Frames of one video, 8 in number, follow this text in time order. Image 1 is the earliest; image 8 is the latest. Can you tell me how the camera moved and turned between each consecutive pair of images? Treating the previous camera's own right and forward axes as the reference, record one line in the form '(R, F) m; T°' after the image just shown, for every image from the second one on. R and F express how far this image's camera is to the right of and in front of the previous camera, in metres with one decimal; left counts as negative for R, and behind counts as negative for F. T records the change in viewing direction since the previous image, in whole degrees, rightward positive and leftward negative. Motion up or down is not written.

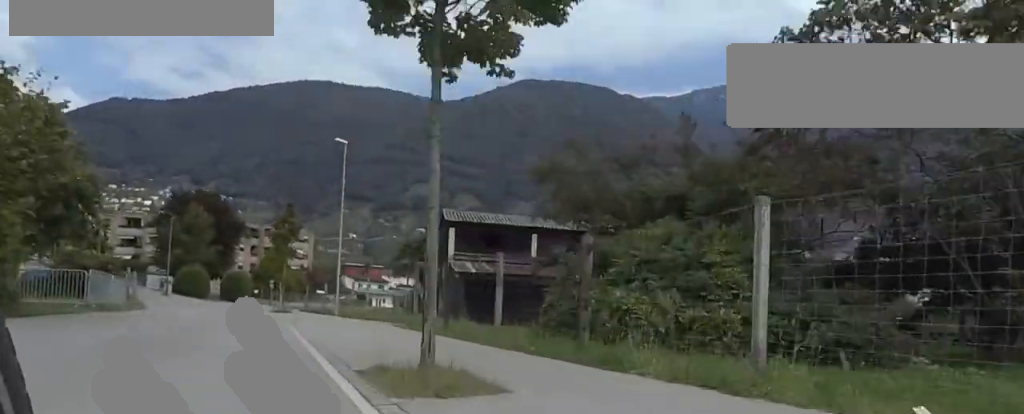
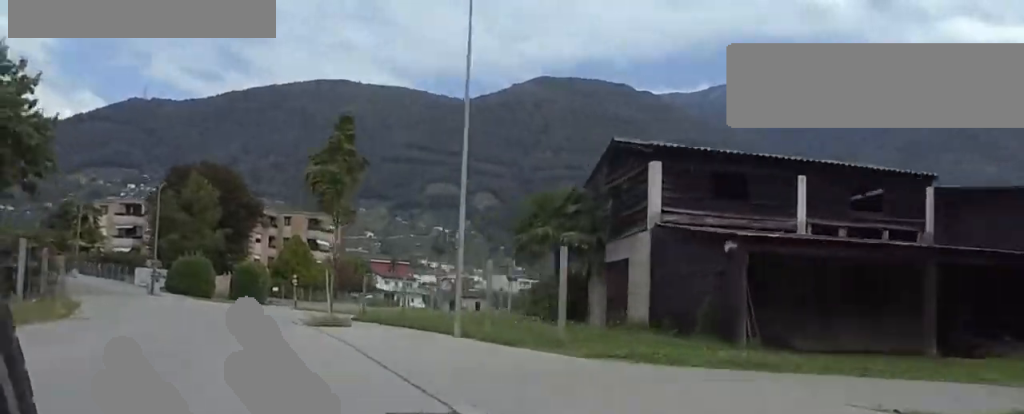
(+0.1, +14.0) m; -8°
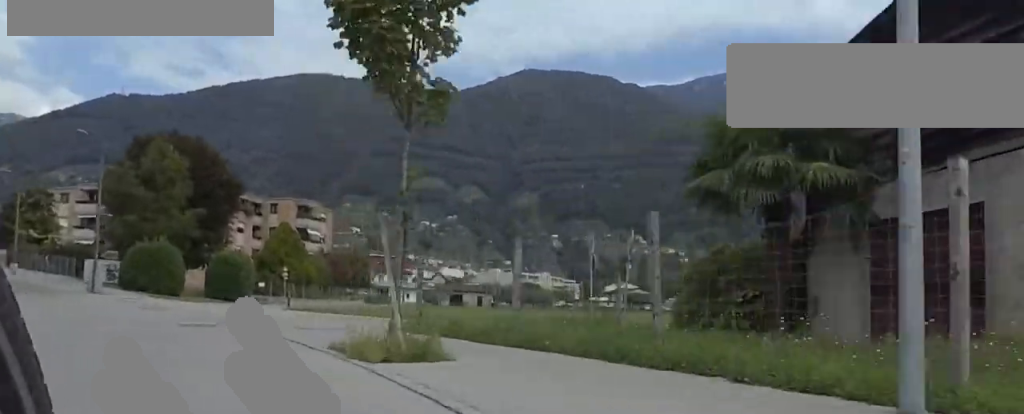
(-0.9, +8.1) m; -6°
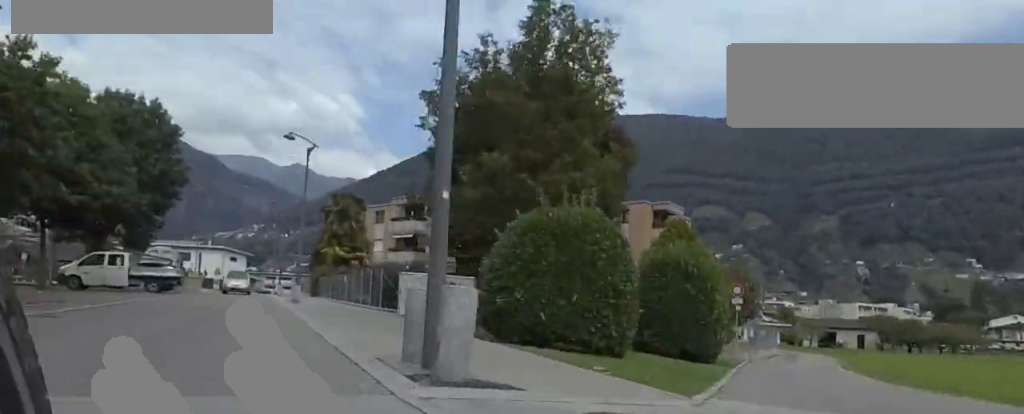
(-2.4, +21.1) m; -6°
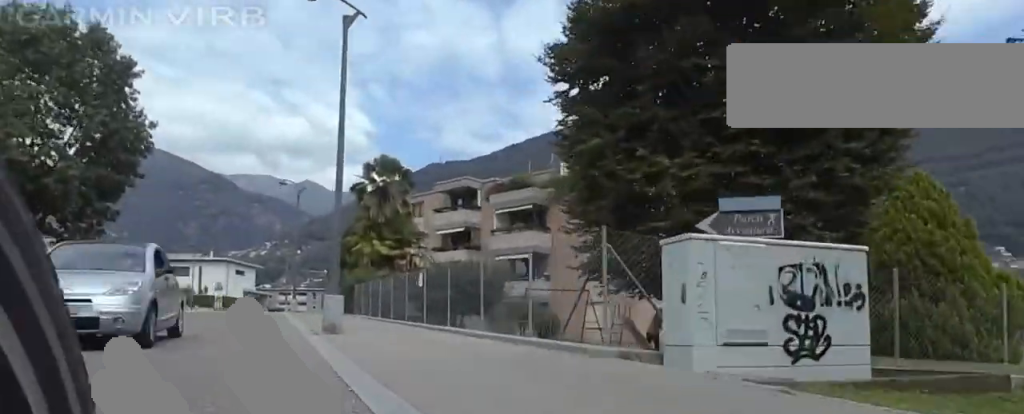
(0.0, +12.2) m; -2°
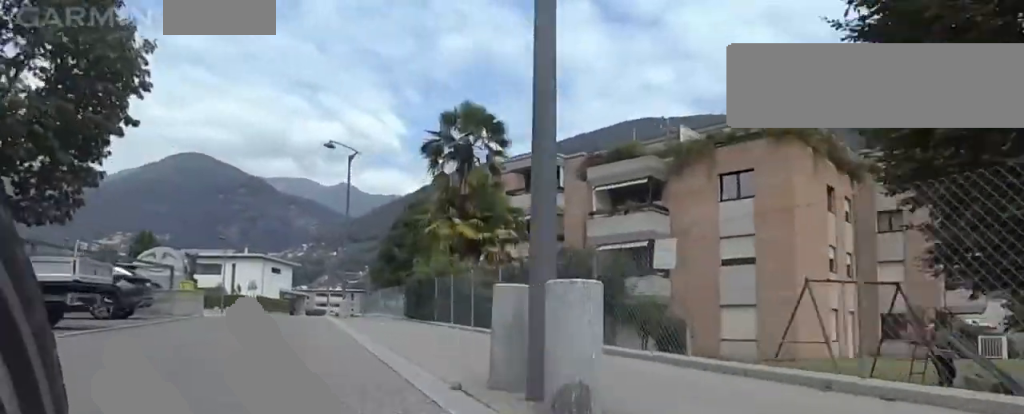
(-0.1, +8.1) m; -1°
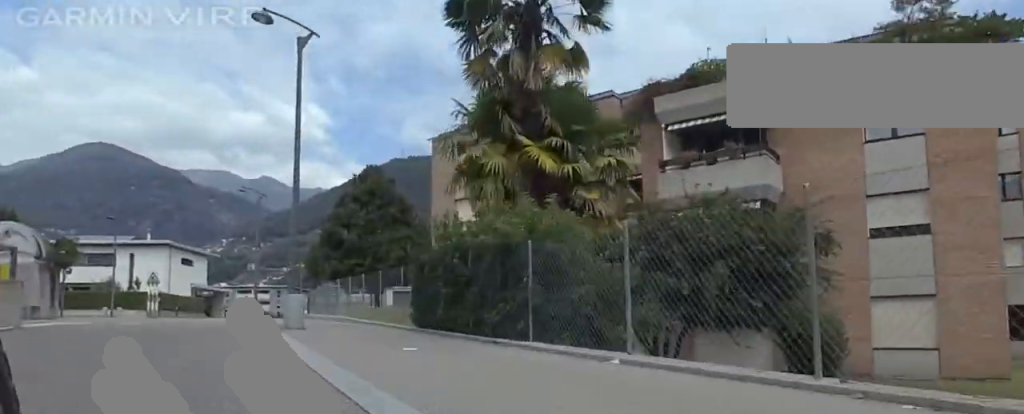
(-0.3, +10.2) m; -2°
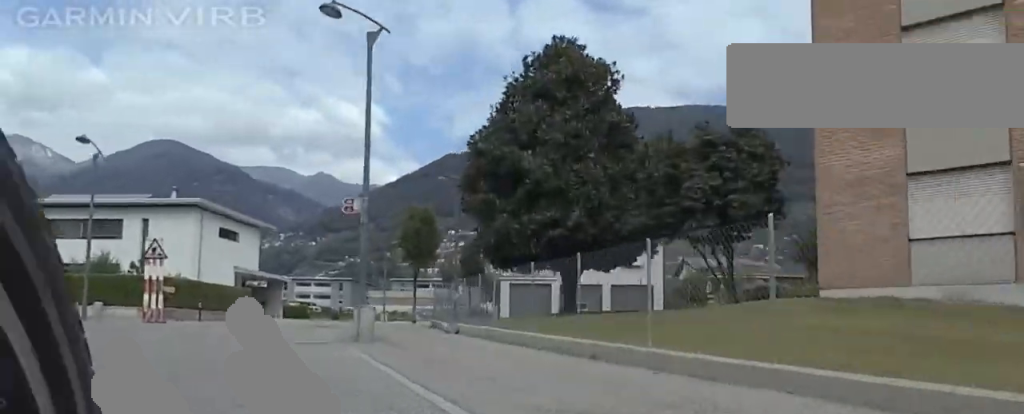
(-0.5, +22.5) m; -18°
